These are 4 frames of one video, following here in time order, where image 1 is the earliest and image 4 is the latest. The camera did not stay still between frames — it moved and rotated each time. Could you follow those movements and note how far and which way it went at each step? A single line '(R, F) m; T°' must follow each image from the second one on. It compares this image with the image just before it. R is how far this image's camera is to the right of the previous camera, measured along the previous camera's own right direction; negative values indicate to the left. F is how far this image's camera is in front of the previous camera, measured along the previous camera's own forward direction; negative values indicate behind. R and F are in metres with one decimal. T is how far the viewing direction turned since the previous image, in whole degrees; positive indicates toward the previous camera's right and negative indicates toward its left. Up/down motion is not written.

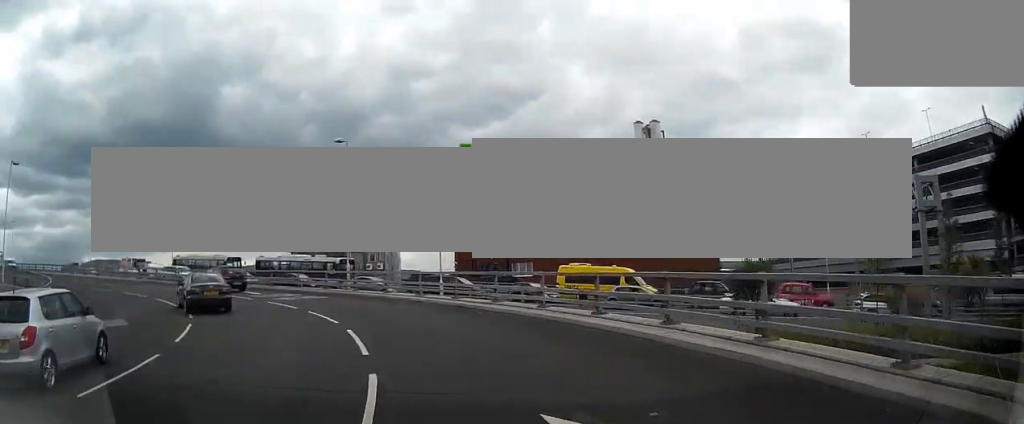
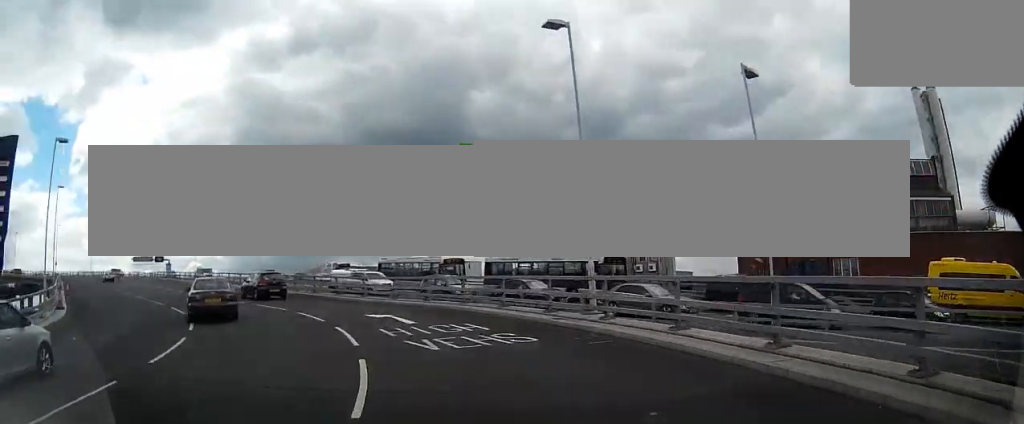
(-4.0, +16.6) m; -22°
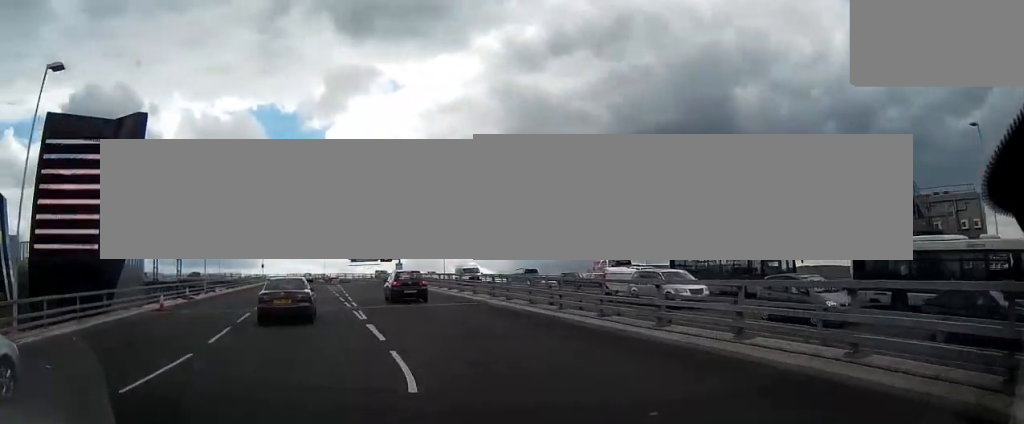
(-2.0, +15.8) m; -14°
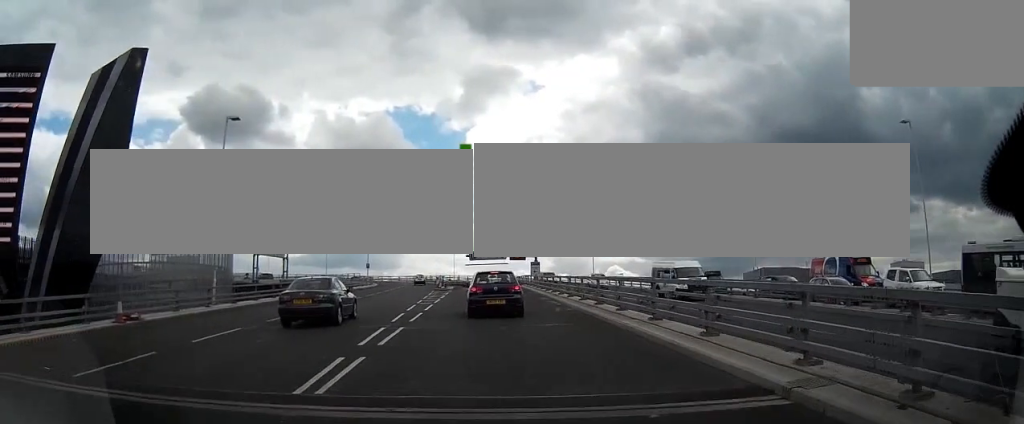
(-1.3, +13.9) m; -9°
